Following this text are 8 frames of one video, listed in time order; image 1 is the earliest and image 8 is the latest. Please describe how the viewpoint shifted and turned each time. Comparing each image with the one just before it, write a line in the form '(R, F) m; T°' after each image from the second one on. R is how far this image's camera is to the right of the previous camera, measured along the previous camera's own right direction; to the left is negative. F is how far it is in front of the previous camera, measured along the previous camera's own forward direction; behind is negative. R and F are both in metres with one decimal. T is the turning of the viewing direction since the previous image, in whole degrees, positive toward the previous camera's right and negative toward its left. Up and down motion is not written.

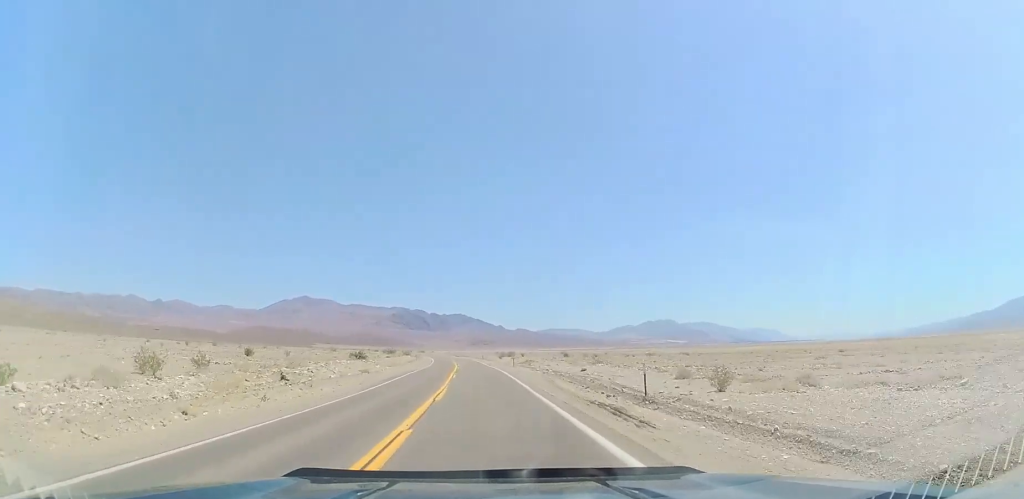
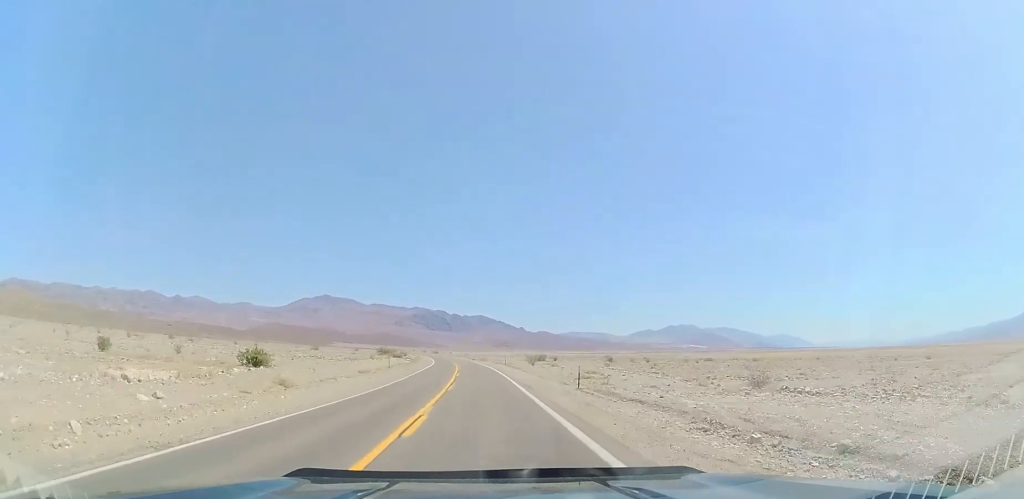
(-0.9, +37.7) m; -3°
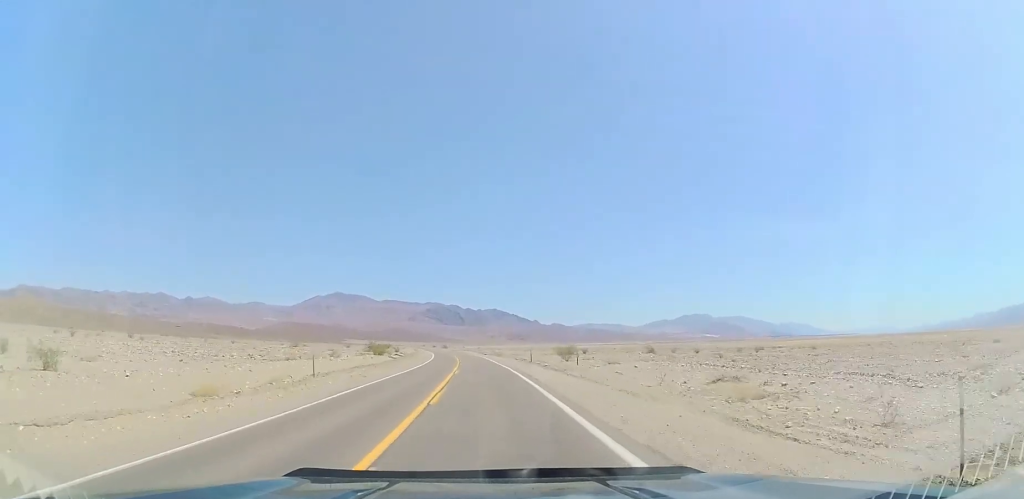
(-0.5, +24.9) m; -2°
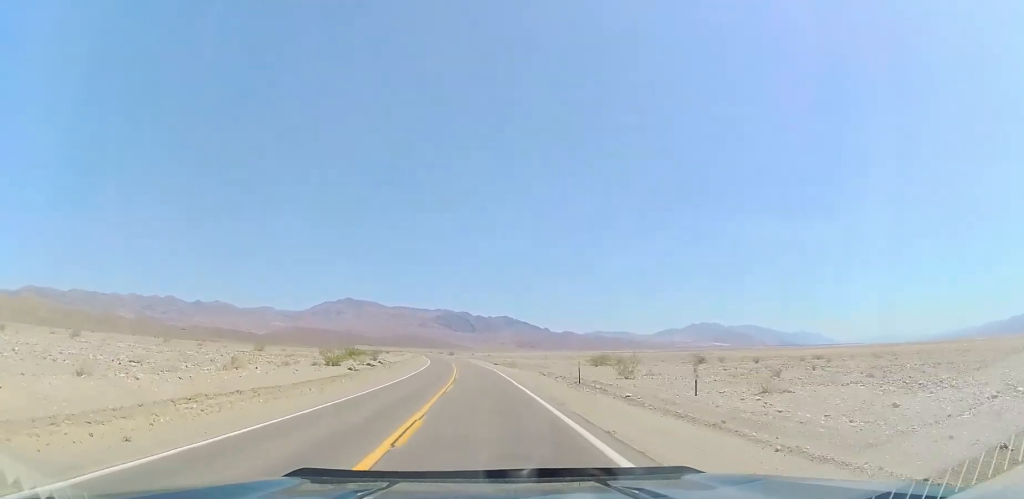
(-0.4, +23.0) m; -1°
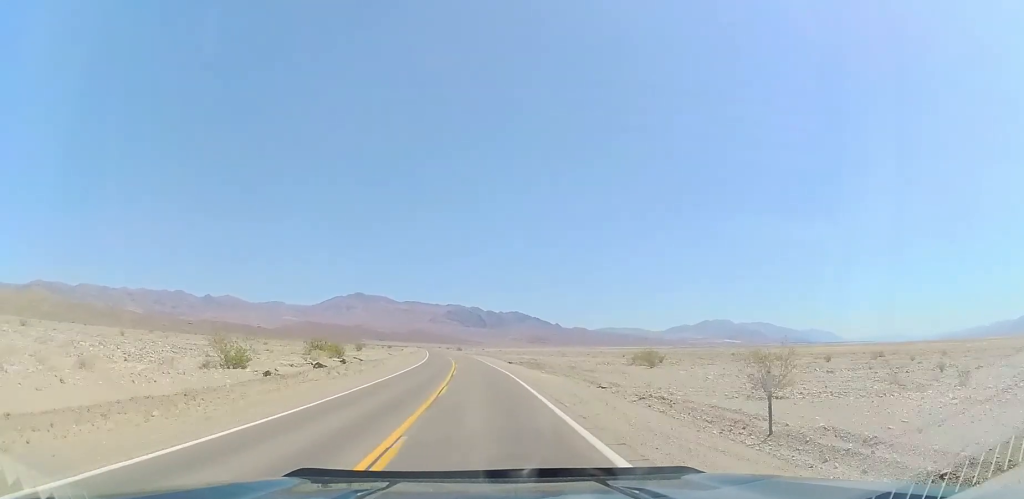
(-0.3, +19.0) m; 0°
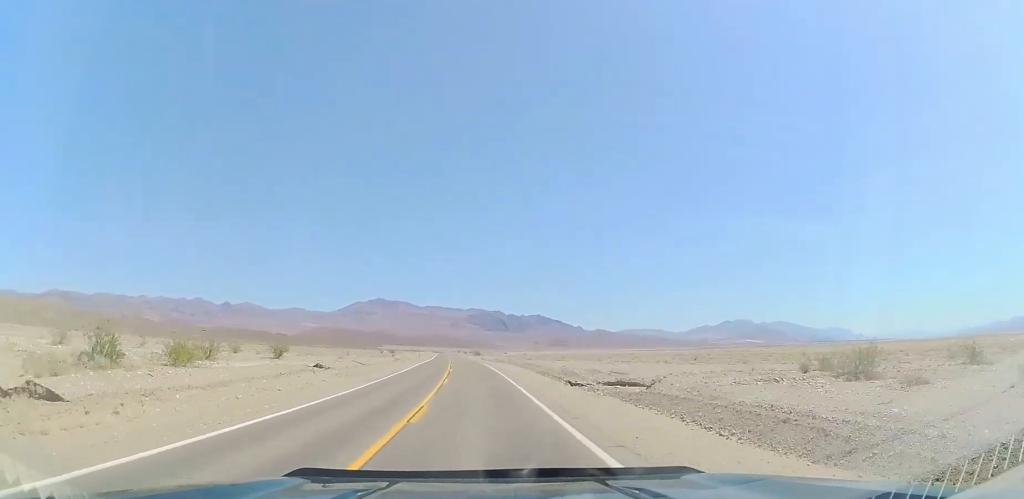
(+0.2, +37.2) m; -2°
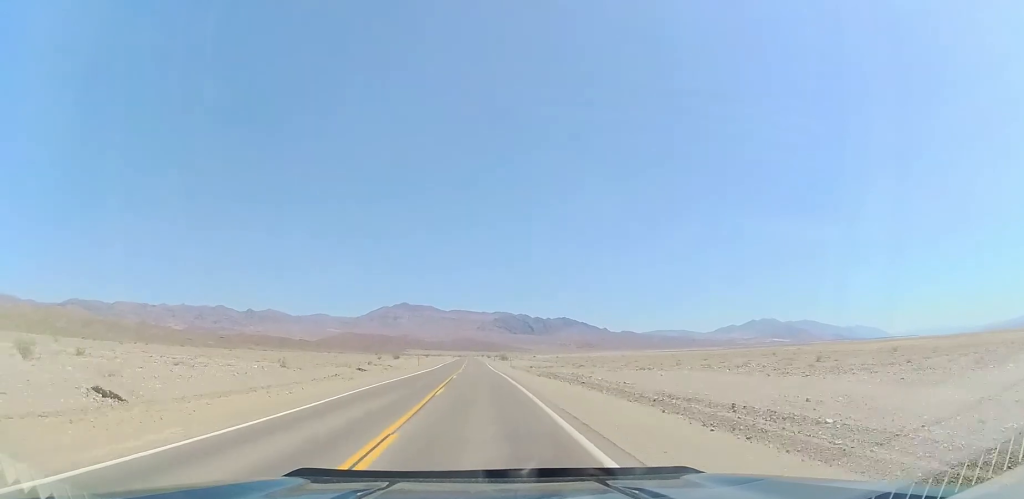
(-1.2, +35.0) m; -3°
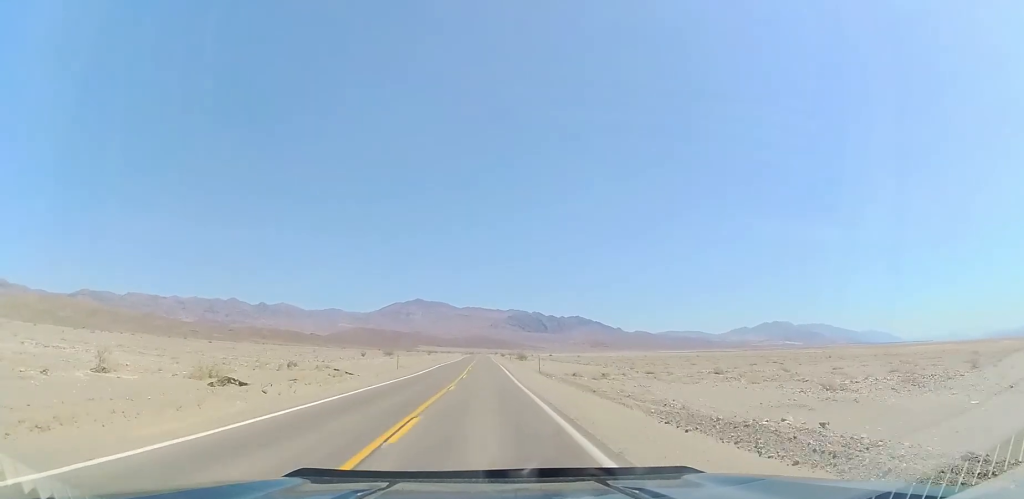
(-0.1, +27.0) m; -2°
